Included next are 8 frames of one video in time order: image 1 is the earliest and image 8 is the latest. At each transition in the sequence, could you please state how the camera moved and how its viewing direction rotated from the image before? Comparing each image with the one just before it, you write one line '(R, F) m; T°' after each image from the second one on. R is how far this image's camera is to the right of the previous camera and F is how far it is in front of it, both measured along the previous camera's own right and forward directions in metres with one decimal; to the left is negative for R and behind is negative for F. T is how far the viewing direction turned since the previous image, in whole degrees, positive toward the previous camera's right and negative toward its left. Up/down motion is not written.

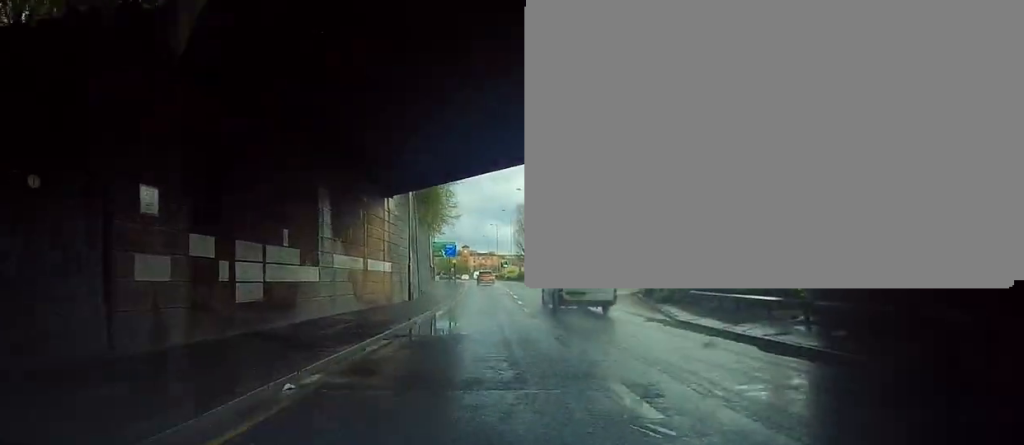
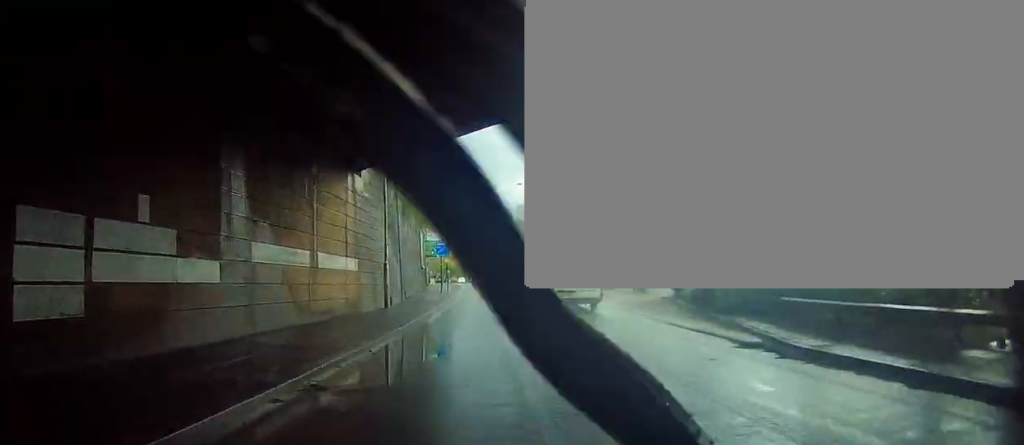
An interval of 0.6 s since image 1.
(0.0, +7.5) m; -1°
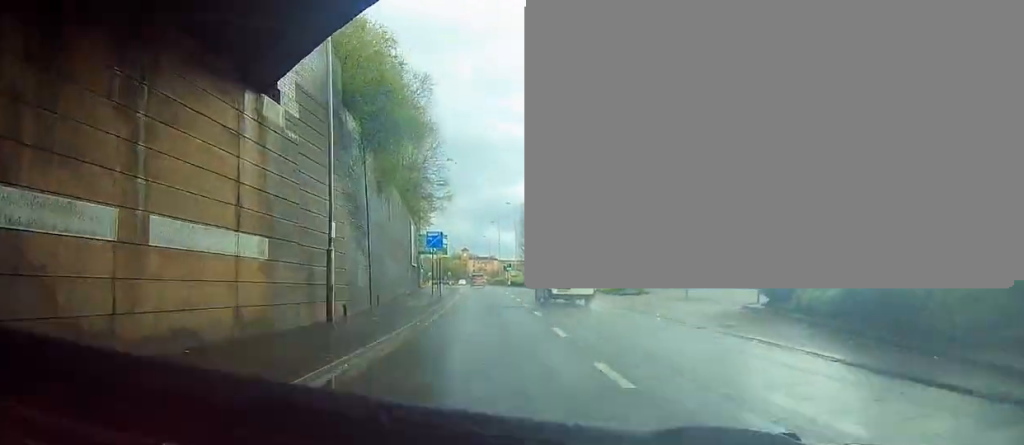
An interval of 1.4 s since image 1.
(-0.2, +10.1) m; +1°
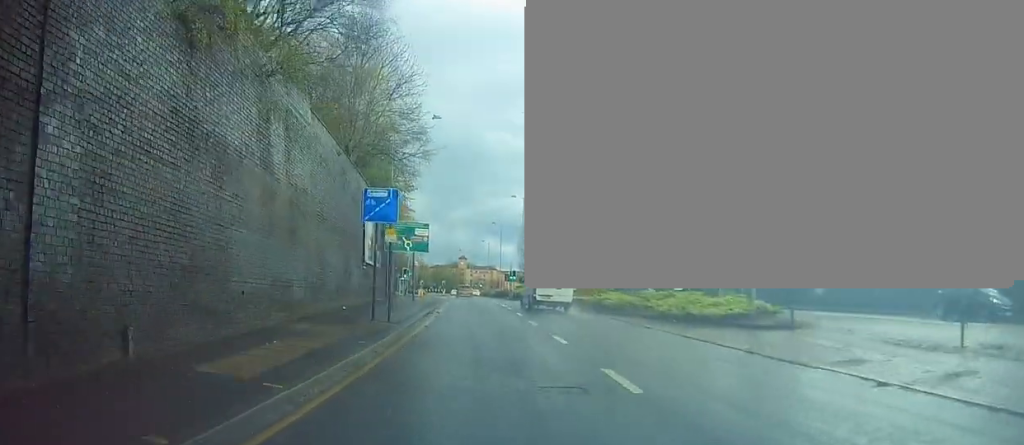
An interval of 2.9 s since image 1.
(+0.6, +19.4) m; +3°
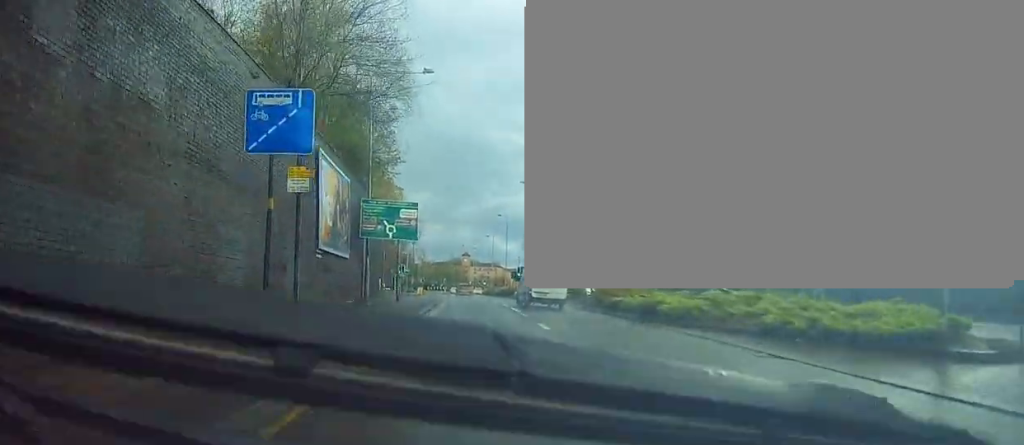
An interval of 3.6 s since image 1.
(0.0, +10.0) m; 0°
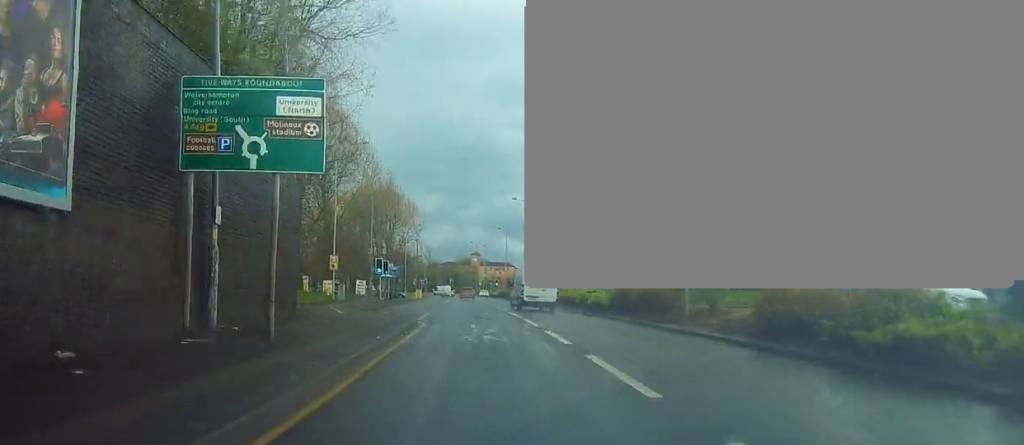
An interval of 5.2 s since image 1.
(0.0, +21.0) m; 0°
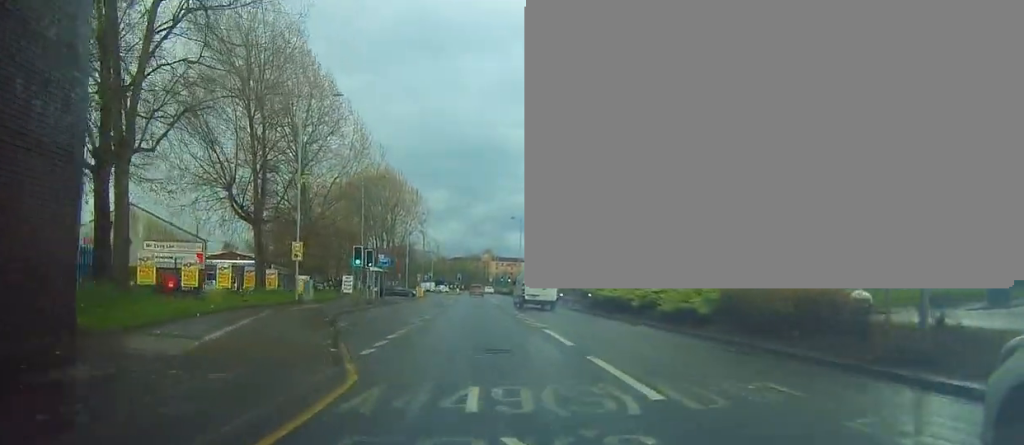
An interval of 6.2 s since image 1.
(0.0, +13.2) m; 0°
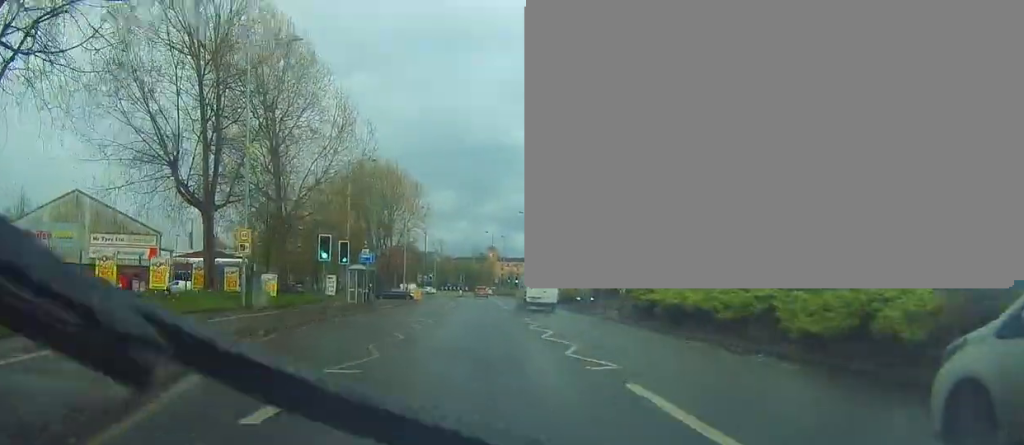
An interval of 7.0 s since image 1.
(0.0, +9.9) m; -1°
